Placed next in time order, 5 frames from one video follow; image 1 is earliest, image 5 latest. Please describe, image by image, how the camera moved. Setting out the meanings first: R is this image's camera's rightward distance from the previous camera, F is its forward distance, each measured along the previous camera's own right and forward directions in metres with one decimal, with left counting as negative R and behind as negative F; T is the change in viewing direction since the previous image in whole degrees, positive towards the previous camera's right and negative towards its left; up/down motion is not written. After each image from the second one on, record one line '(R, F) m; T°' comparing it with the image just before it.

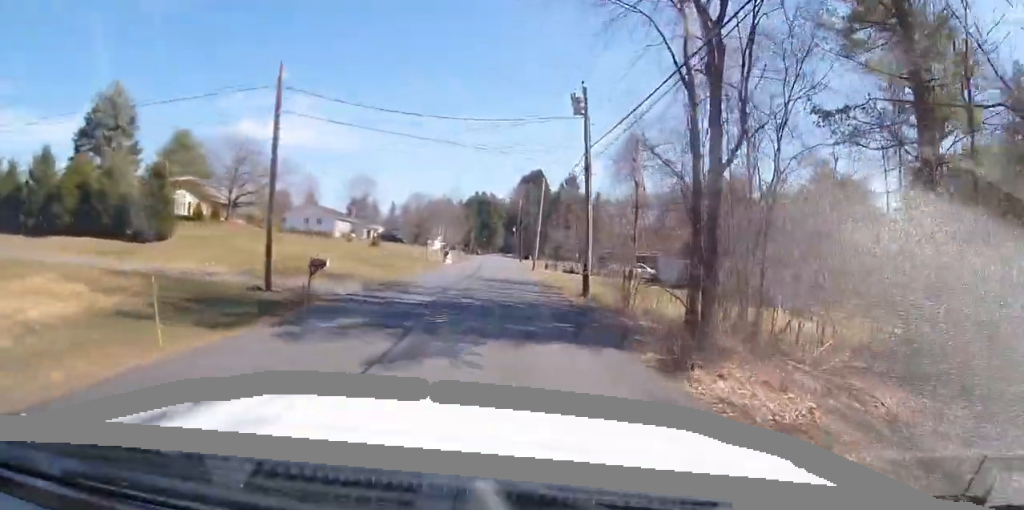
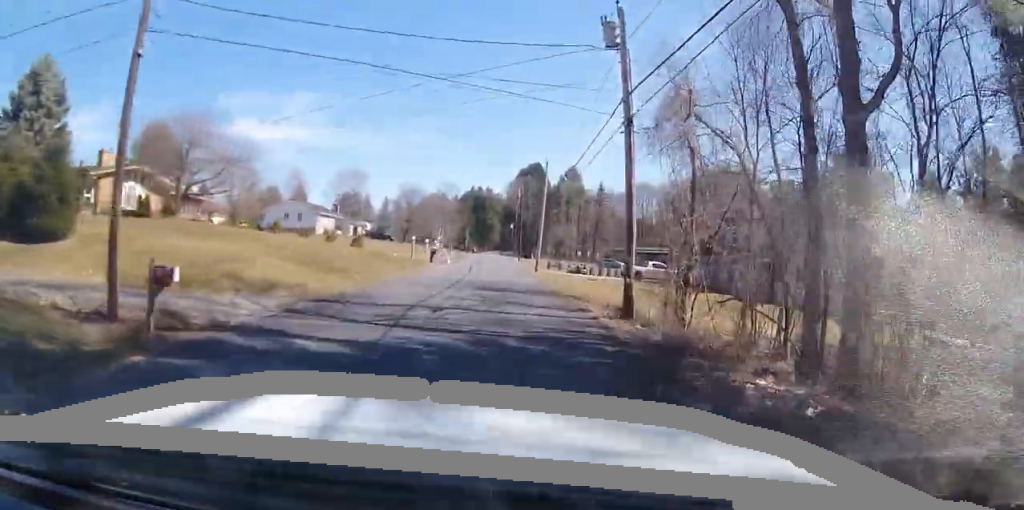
(0.0, +8.3) m; 0°
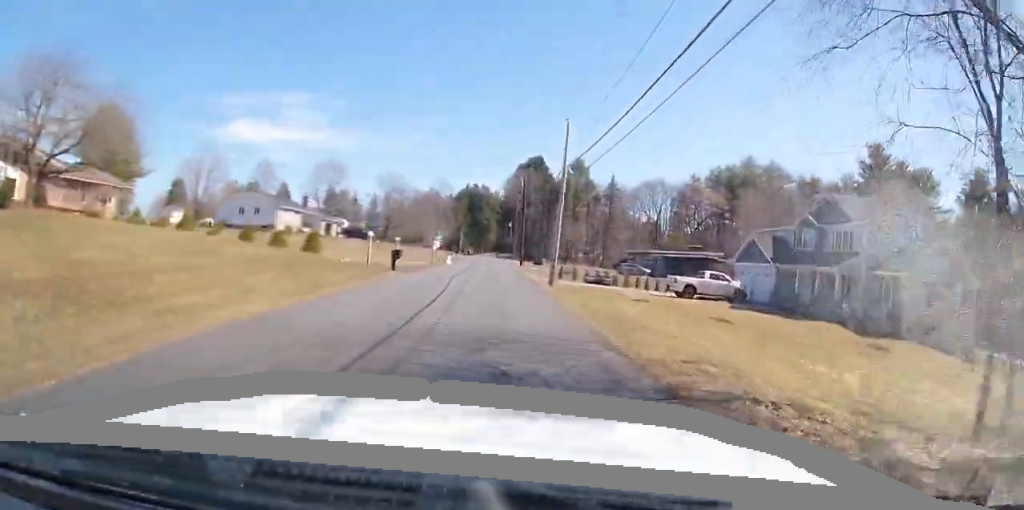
(0.0, +16.2) m; 0°
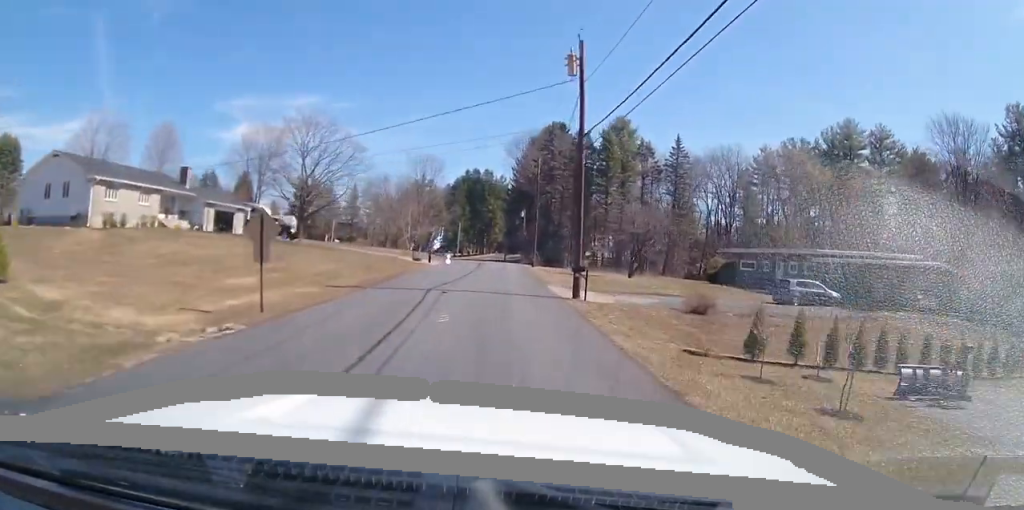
(0.0, +39.3) m; -1°
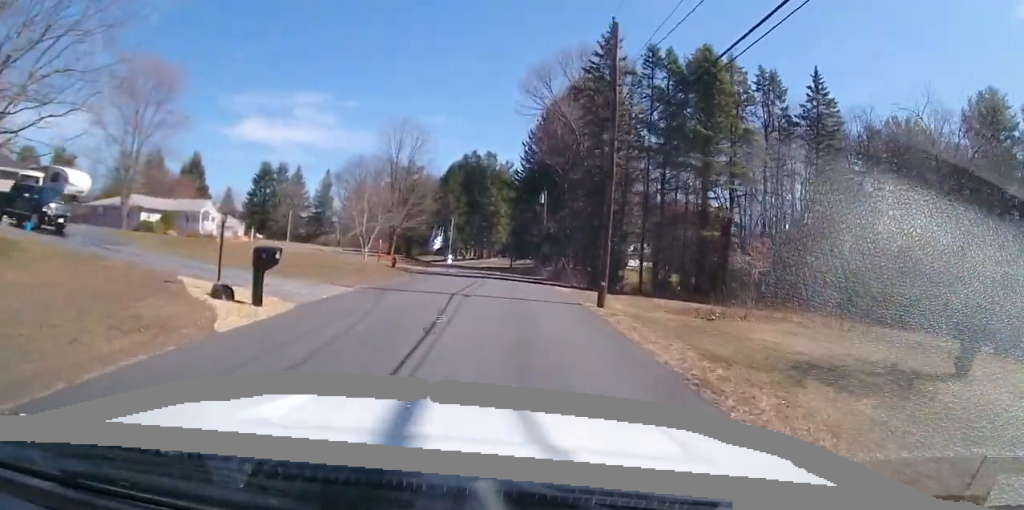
(-2.3, +34.3) m; -4°
